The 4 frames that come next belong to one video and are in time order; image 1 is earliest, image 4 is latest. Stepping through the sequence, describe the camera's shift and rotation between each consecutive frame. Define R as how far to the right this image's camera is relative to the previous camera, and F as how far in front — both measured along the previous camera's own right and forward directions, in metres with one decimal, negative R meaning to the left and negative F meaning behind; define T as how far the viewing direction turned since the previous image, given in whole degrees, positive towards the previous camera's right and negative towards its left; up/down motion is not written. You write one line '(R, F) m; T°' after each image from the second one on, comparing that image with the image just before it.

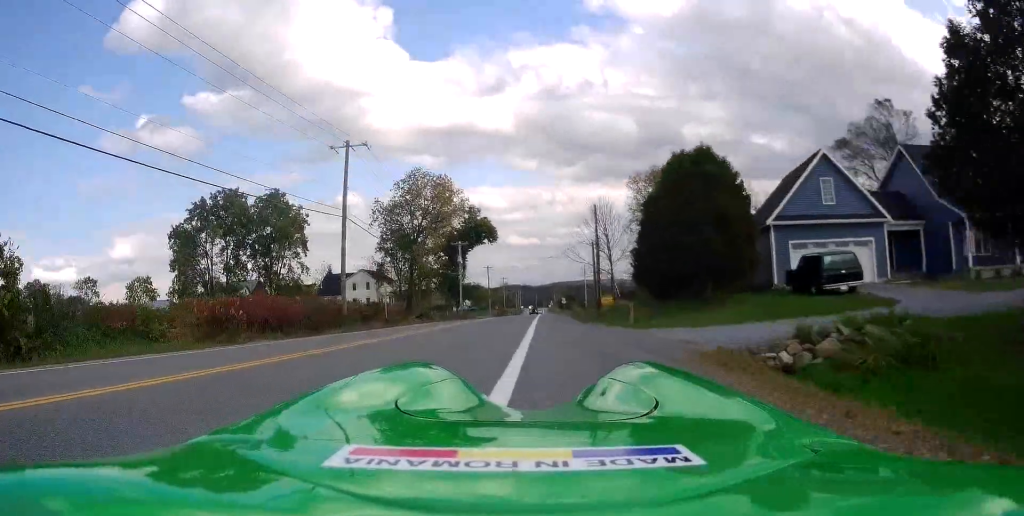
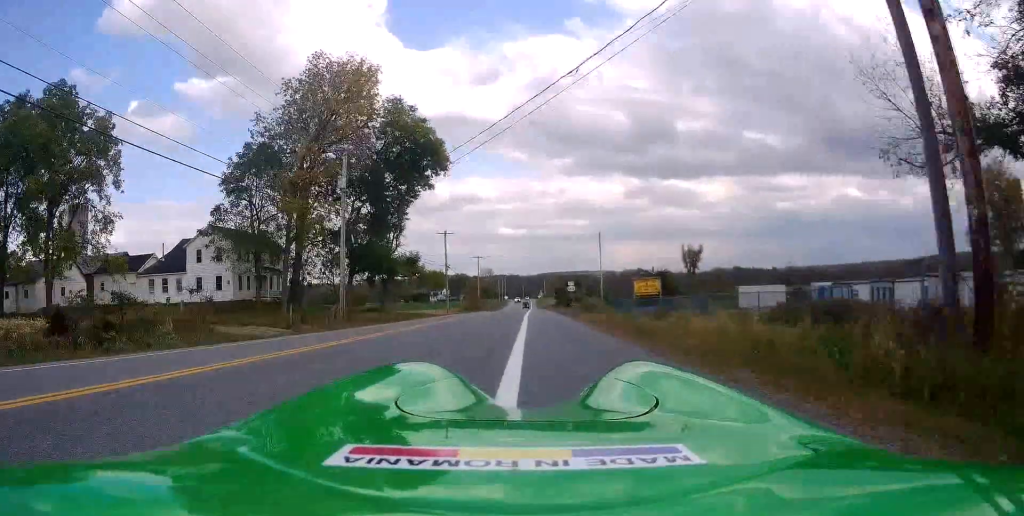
(+0.8, +48.4) m; +3°
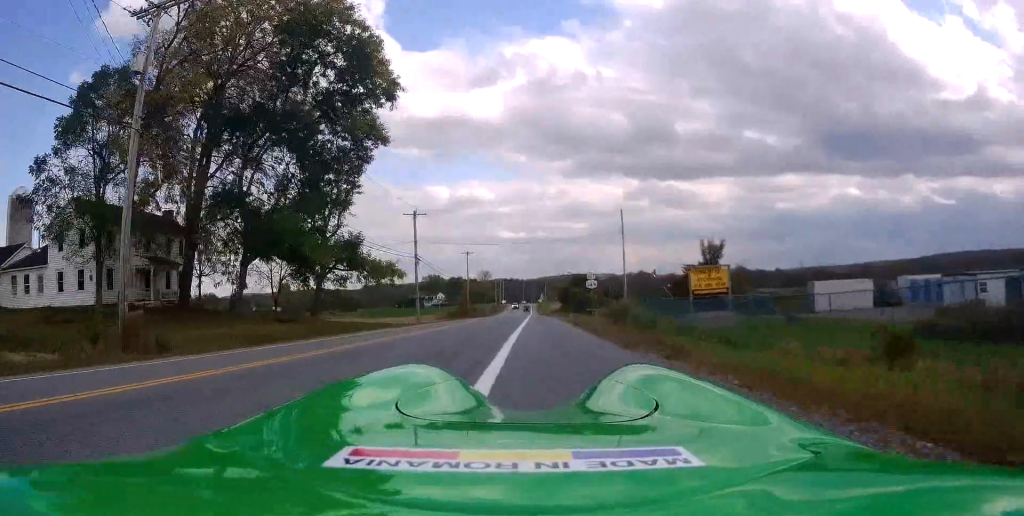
(+0.5, +20.2) m; +1°
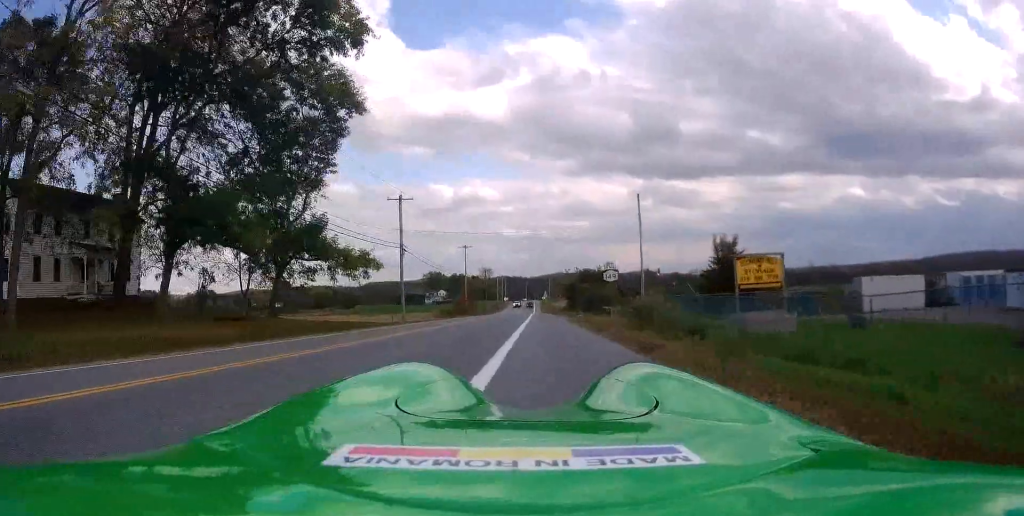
(-0.1, +7.9) m; 0°
